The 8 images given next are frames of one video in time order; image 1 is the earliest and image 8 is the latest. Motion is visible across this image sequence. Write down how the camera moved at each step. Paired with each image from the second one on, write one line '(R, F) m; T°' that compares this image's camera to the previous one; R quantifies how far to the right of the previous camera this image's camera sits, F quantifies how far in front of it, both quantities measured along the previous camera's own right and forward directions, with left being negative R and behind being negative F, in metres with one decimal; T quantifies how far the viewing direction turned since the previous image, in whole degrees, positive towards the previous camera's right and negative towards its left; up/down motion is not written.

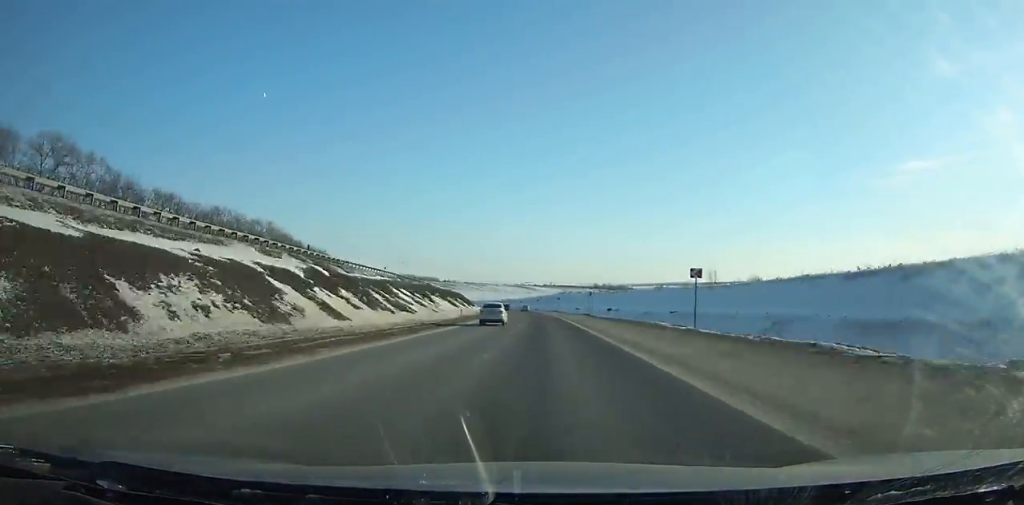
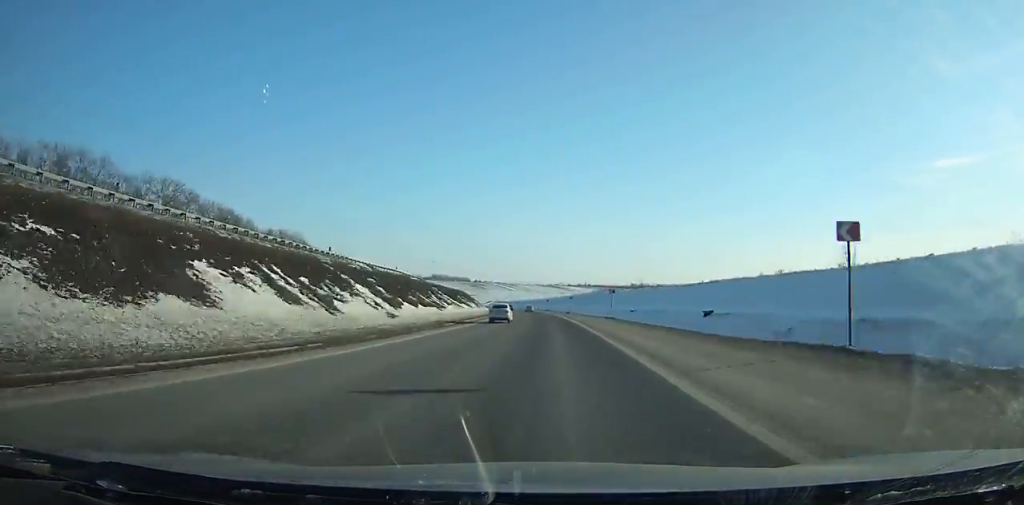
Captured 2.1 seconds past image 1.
(-1.1, +68.0) m; -3°
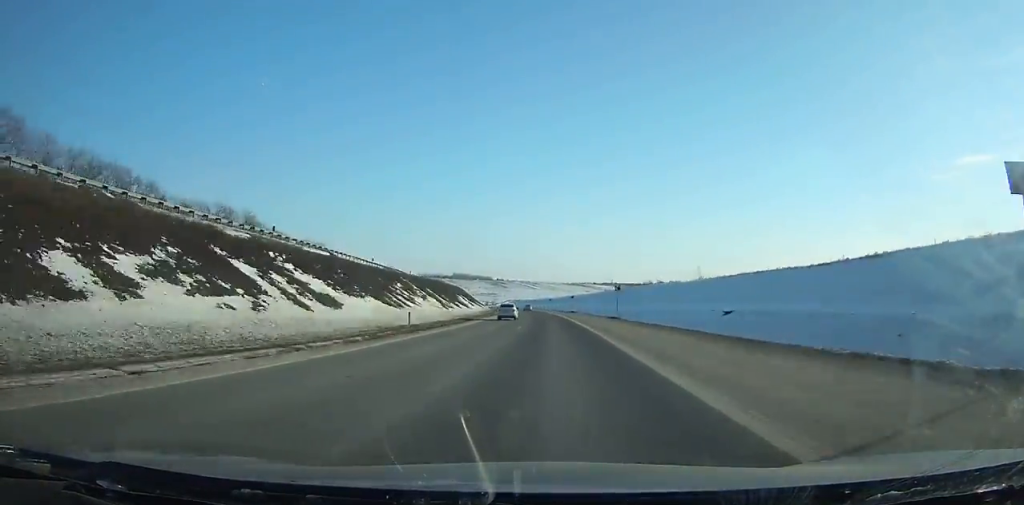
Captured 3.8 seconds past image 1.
(-1.7, +55.5) m; -2°
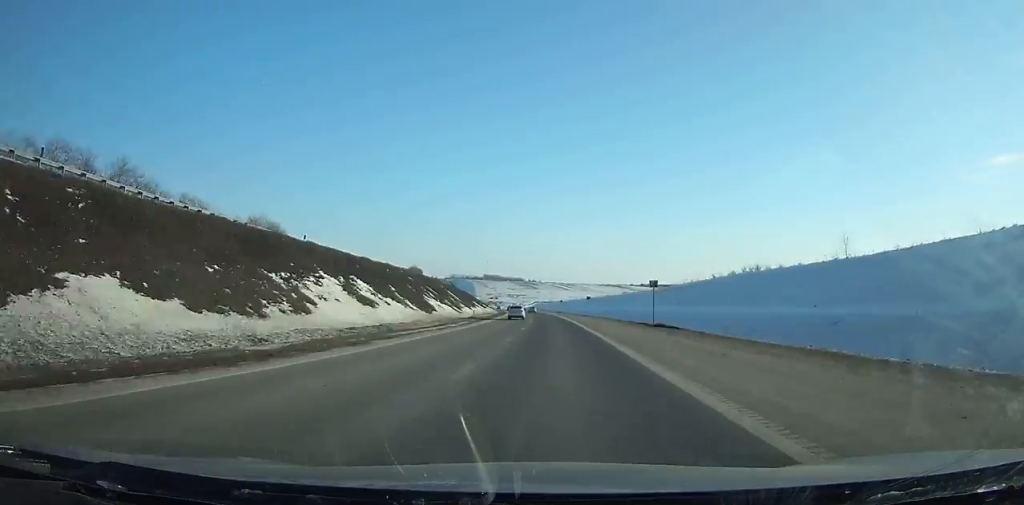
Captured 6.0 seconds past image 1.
(-2.1, +72.4) m; -3°
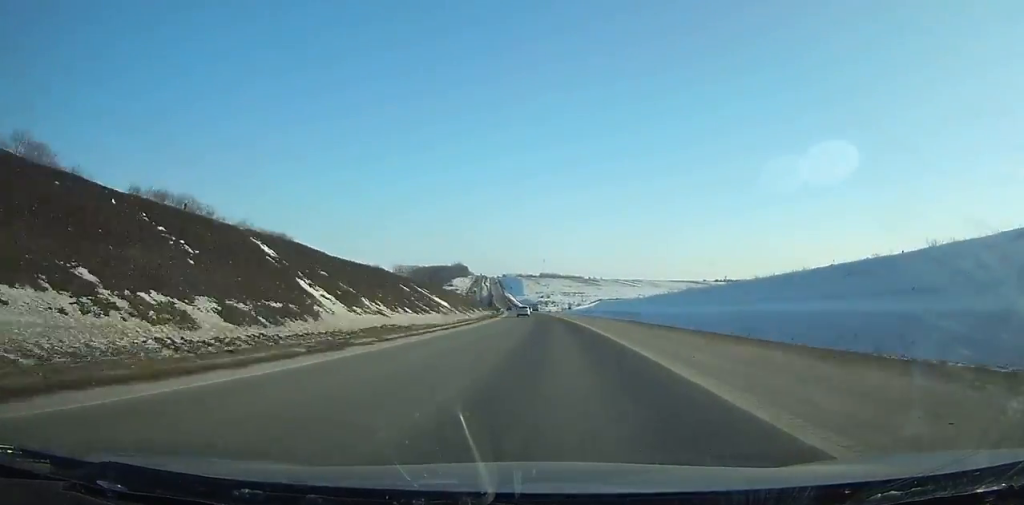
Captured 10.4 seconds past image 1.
(-7.1, +146.9) m; -6°
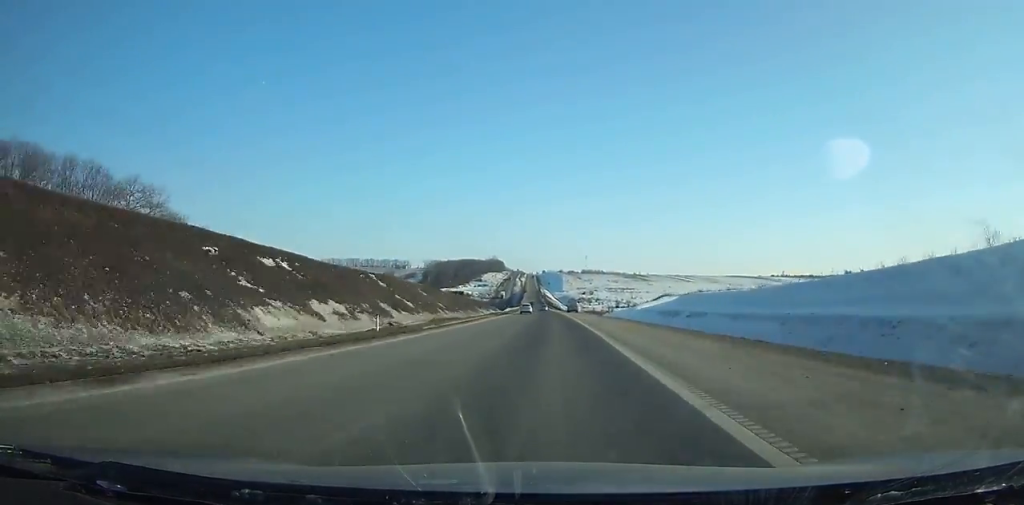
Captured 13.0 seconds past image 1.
(-3.0, +88.3) m; -3°
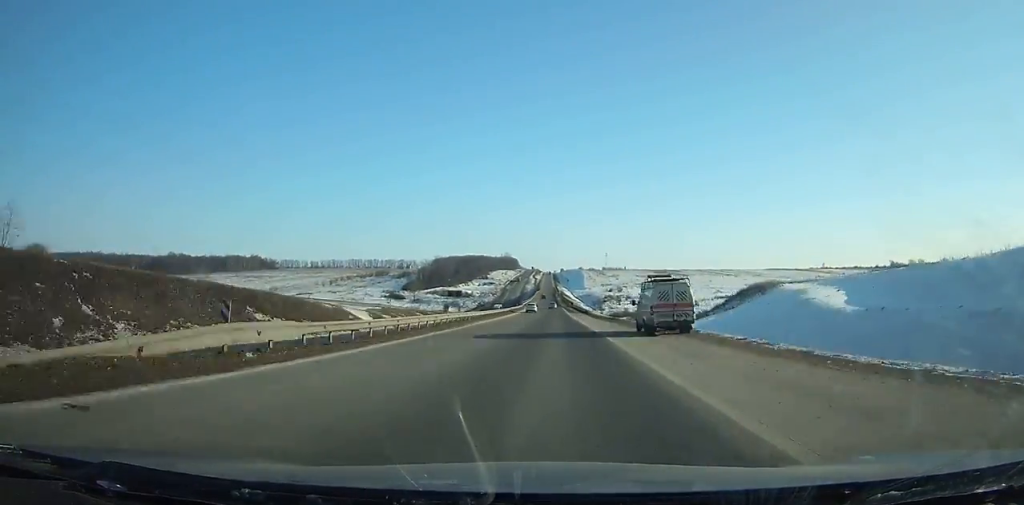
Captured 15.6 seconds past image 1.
(-2.0, +88.5) m; -2°
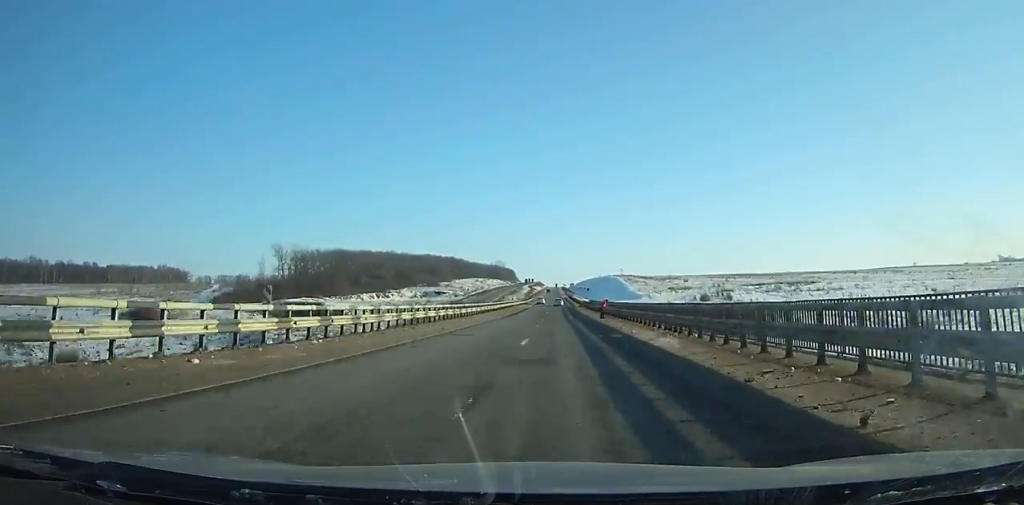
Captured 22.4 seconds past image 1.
(-3.1, +227.6) m; -1°
